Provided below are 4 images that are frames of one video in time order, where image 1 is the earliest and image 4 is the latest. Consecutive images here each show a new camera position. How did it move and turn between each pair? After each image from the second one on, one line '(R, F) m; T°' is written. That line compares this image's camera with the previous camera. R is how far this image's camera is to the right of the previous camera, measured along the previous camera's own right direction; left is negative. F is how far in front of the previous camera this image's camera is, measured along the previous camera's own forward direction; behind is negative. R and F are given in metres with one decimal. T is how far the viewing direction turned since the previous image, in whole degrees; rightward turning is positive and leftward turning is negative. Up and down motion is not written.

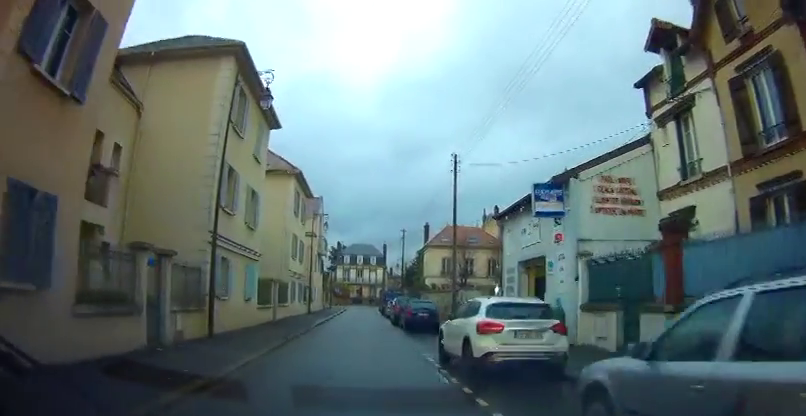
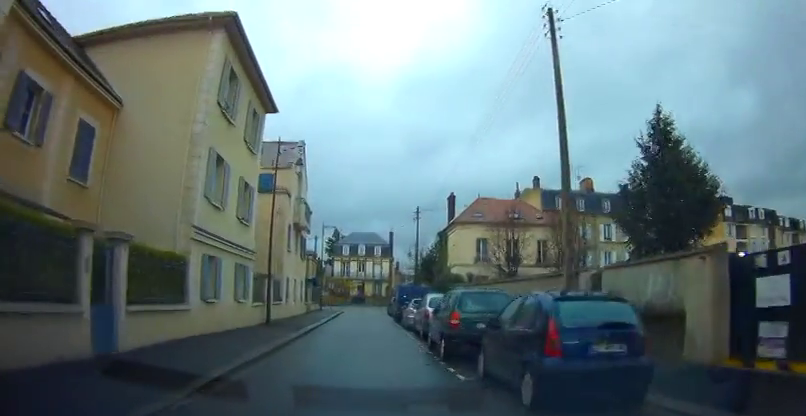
(+0.2, +16.5) m; +2°
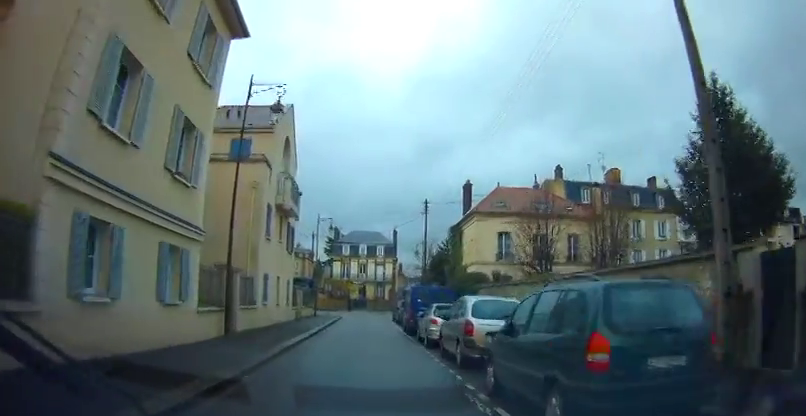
(0.0, +6.4) m; -1°
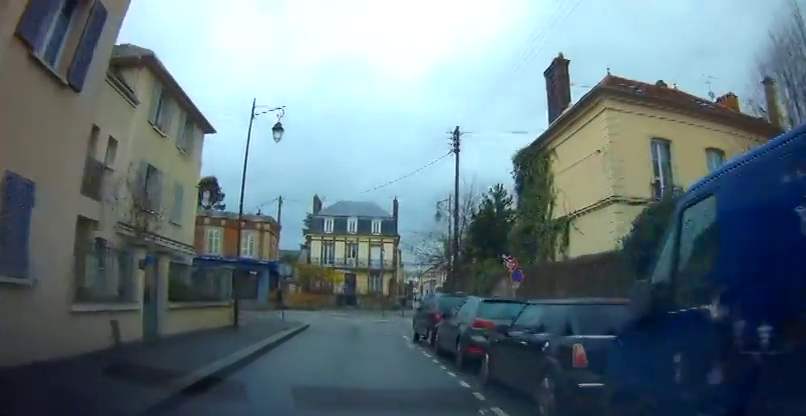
(-0.2, +21.9) m; 0°
